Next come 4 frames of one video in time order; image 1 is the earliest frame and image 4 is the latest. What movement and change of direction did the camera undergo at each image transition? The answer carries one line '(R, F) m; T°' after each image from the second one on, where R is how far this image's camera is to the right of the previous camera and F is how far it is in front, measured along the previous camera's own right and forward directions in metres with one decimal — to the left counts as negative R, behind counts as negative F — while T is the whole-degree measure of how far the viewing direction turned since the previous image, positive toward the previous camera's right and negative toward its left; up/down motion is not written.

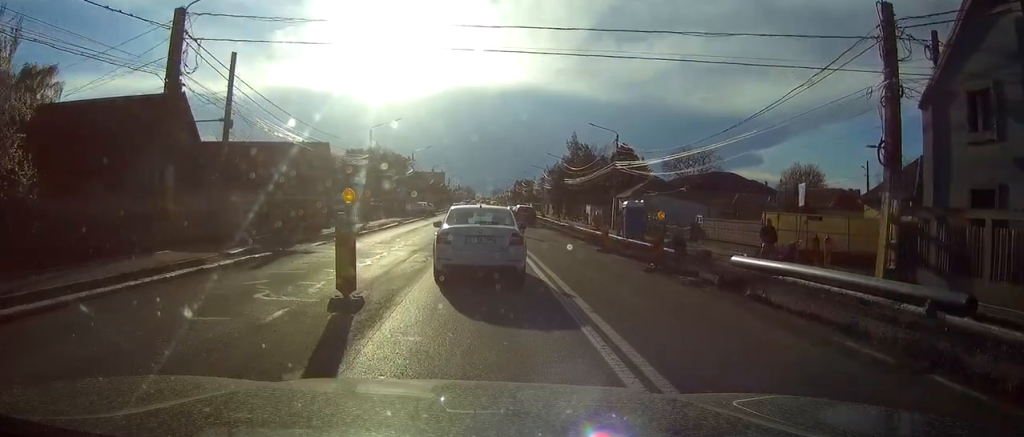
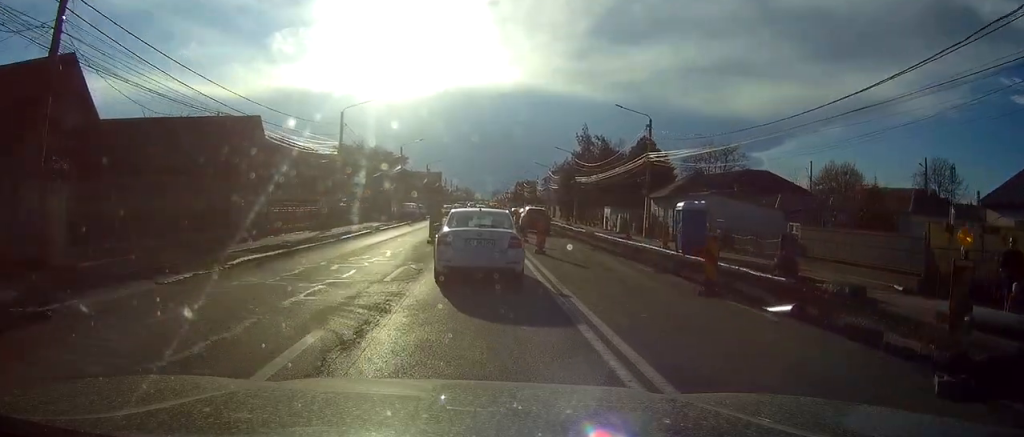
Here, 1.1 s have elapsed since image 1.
(-0.2, +12.8) m; 0°
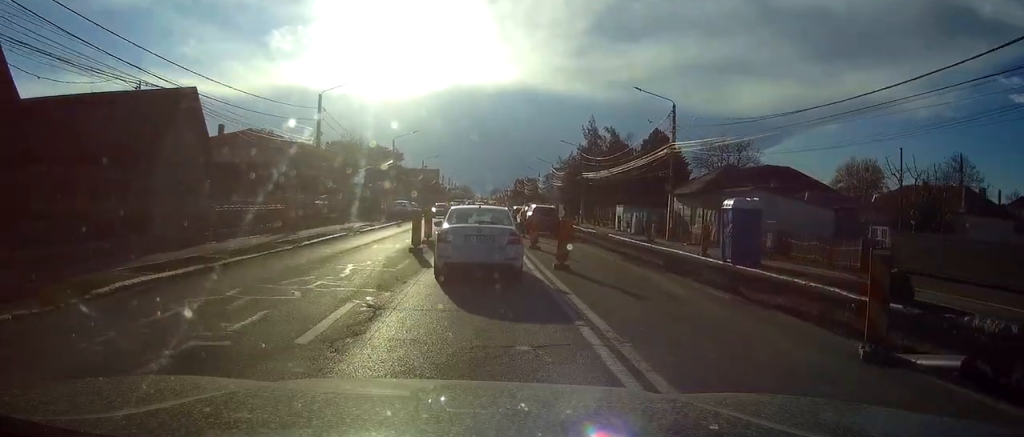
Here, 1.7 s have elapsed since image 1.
(+0.1, +6.7) m; 0°
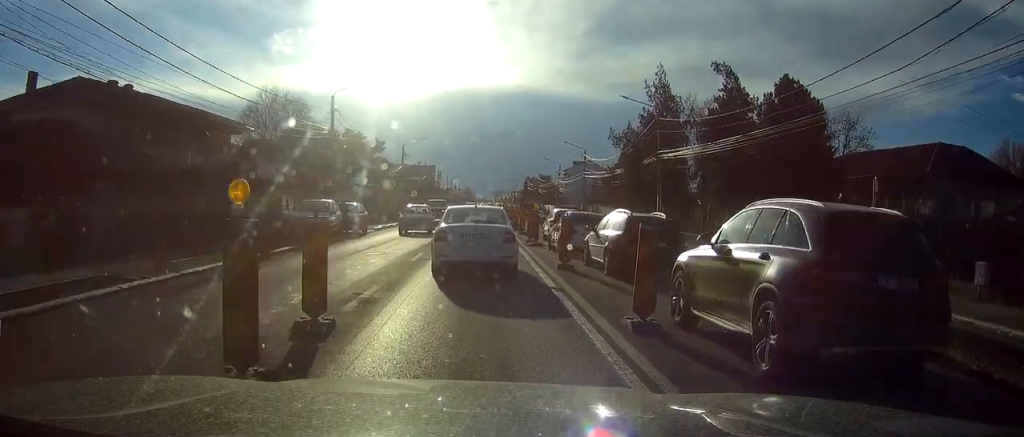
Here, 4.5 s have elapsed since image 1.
(-0.2, +33.5) m; -1°
